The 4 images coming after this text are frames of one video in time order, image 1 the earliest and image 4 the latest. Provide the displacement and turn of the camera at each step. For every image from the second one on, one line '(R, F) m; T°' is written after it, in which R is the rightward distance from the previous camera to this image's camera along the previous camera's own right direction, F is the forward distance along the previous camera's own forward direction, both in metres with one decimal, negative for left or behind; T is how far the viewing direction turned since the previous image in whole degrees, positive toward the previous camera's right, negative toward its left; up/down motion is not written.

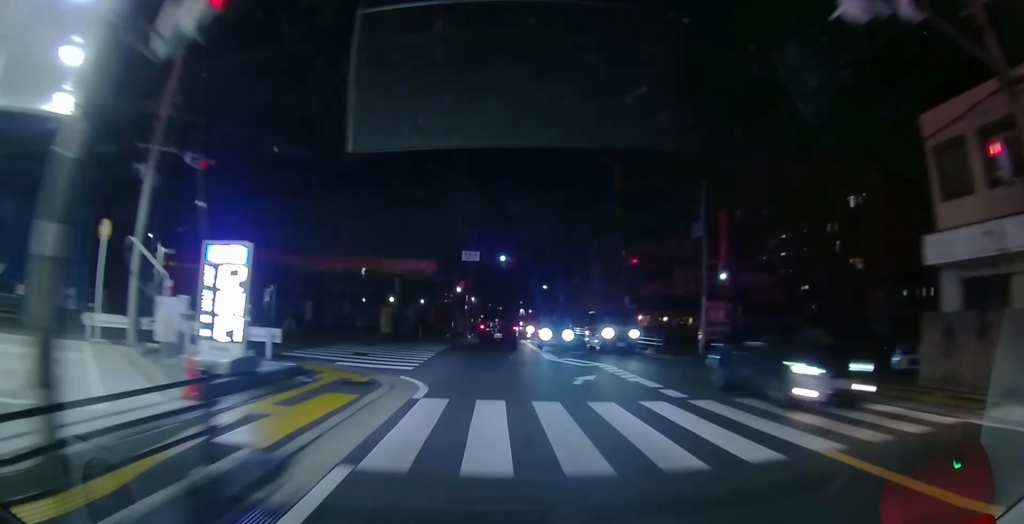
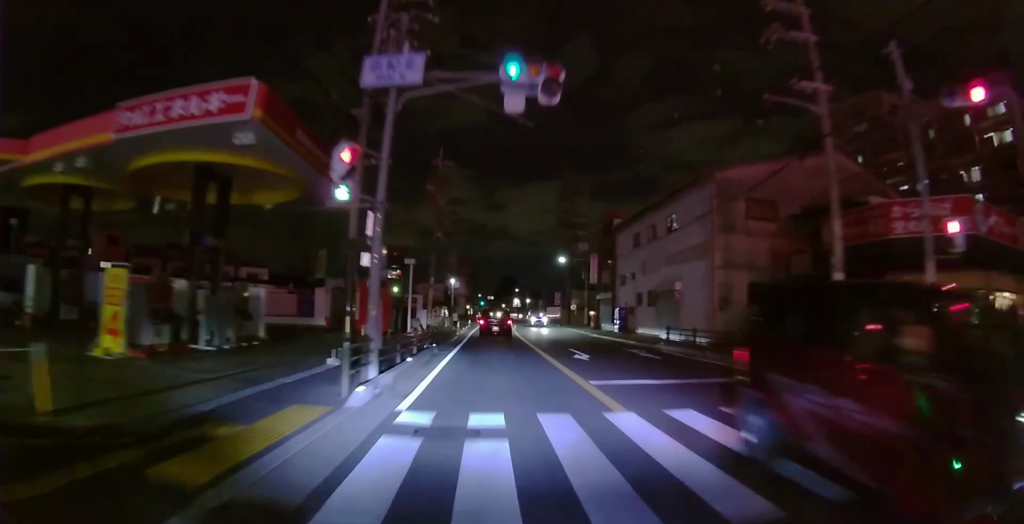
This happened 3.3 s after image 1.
(+0.4, +29.9) m; +1°
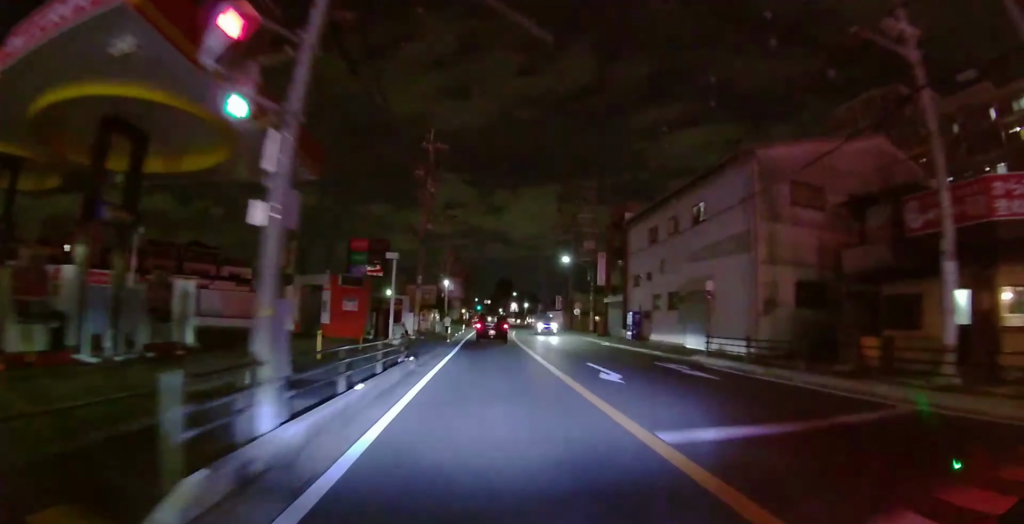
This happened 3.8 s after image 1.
(0.0, +4.6) m; 0°
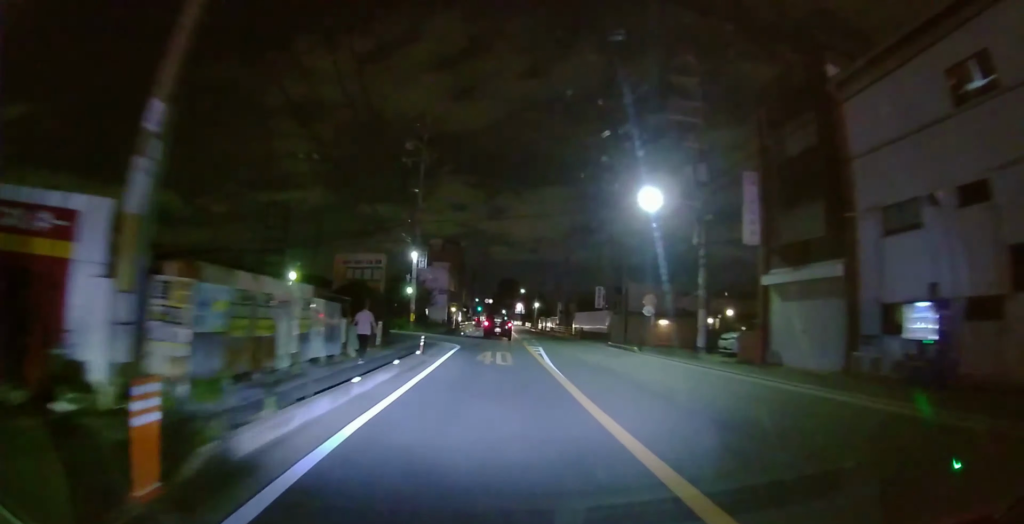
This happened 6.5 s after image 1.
(+0.3, +26.0) m; +1°
